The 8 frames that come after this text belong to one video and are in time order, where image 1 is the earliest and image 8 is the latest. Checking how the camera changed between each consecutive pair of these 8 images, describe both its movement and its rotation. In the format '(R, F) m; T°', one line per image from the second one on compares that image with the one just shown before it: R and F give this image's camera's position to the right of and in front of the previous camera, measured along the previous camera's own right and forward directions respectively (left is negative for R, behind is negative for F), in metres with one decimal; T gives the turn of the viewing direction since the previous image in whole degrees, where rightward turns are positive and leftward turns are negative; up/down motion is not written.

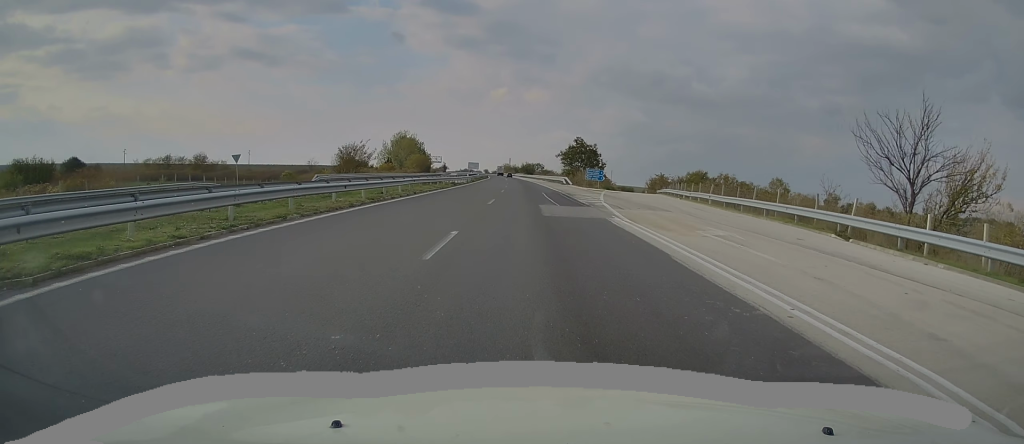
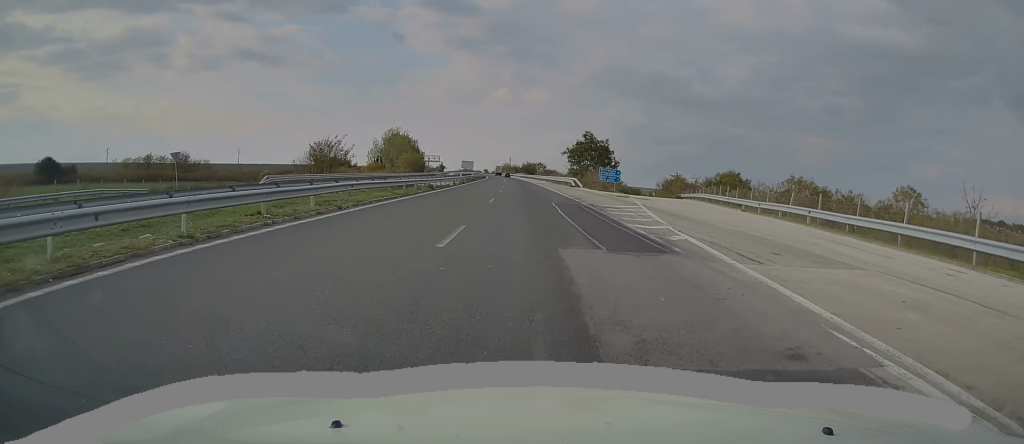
(-0.1, +14.3) m; -1°
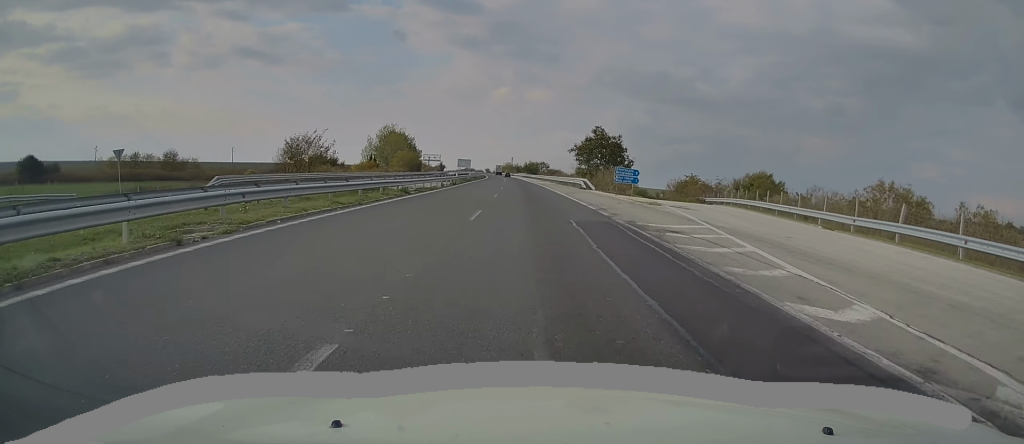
(+0.1, +10.0) m; 0°
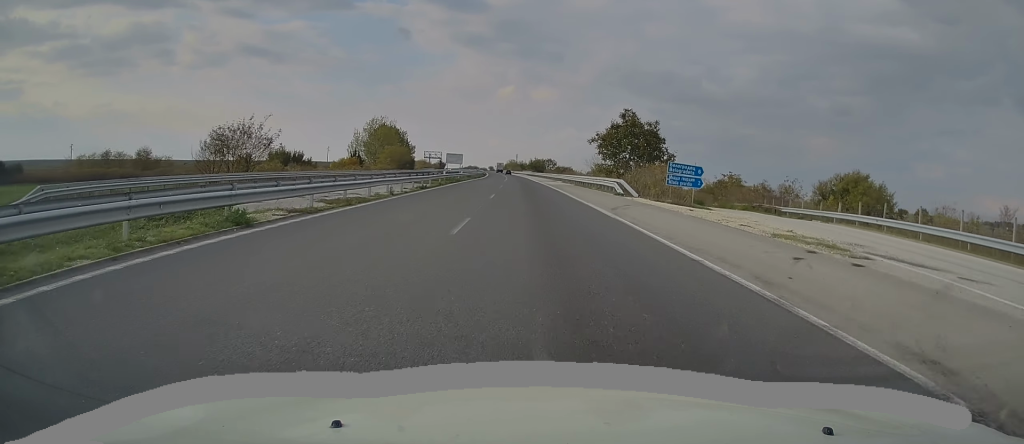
(-0.1, +20.1) m; 0°
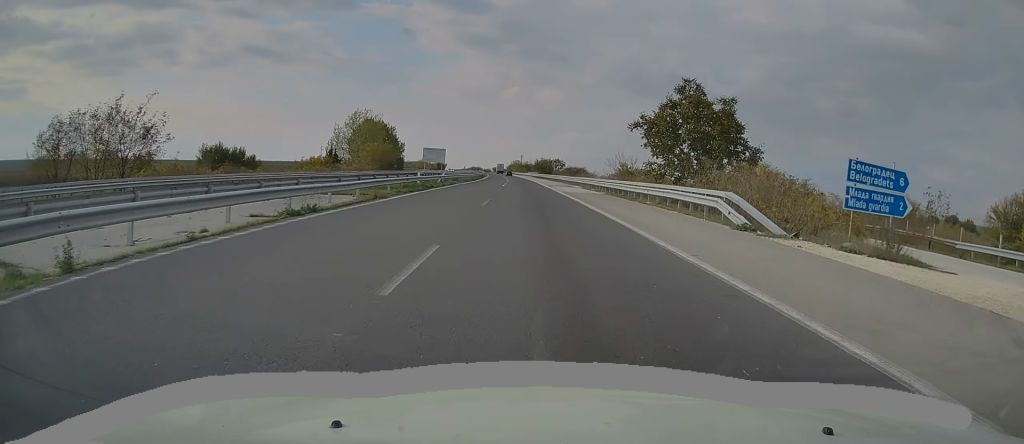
(-0.1, +21.7) m; 0°
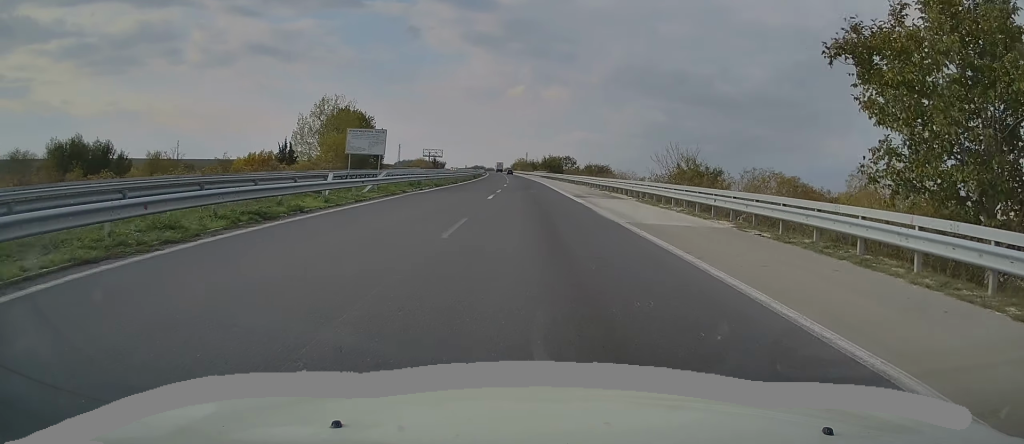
(+0.3, +26.6) m; 0°
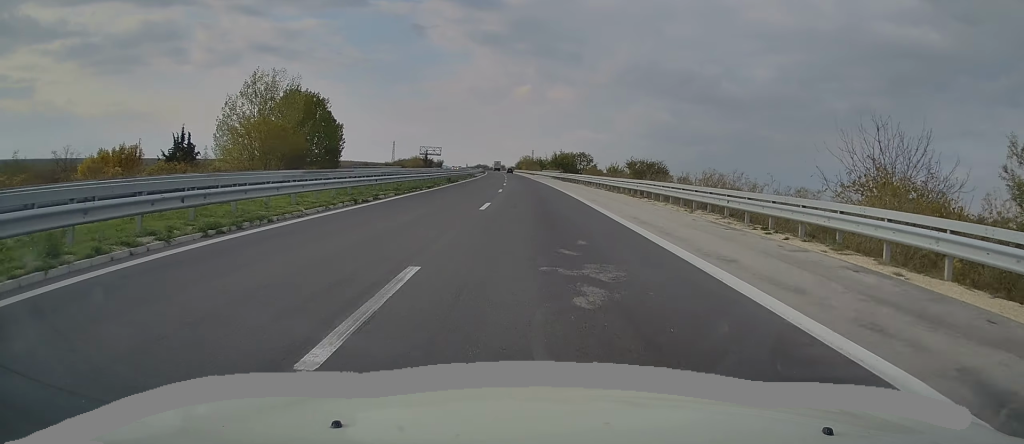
(-0.4, +32.3) m; -1°
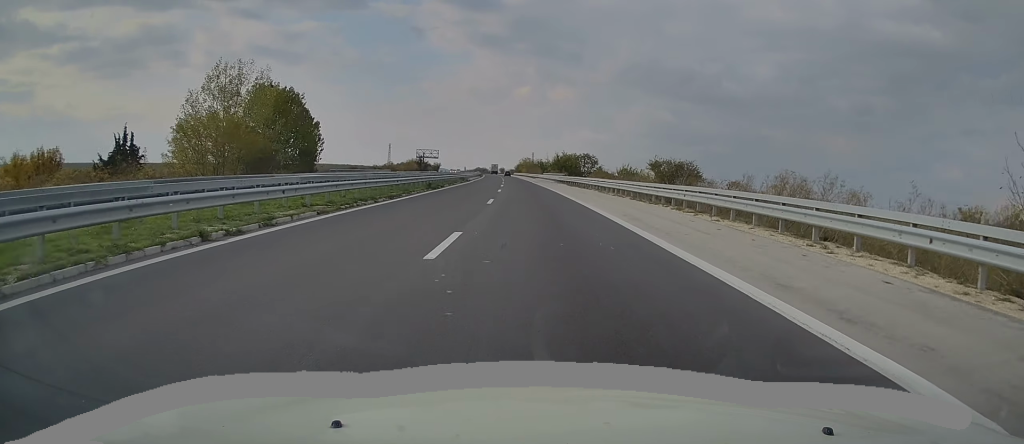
(-0.1, +10.8) m; 0°
